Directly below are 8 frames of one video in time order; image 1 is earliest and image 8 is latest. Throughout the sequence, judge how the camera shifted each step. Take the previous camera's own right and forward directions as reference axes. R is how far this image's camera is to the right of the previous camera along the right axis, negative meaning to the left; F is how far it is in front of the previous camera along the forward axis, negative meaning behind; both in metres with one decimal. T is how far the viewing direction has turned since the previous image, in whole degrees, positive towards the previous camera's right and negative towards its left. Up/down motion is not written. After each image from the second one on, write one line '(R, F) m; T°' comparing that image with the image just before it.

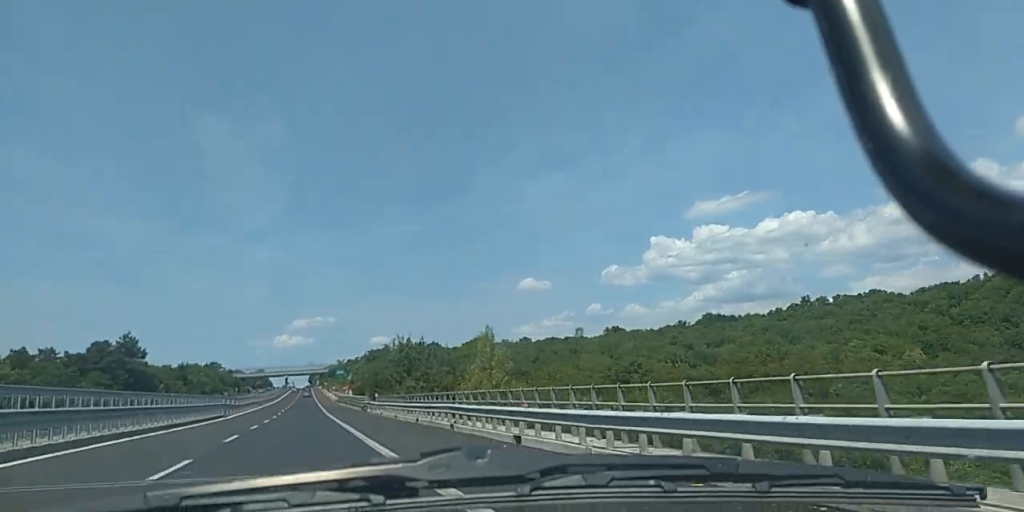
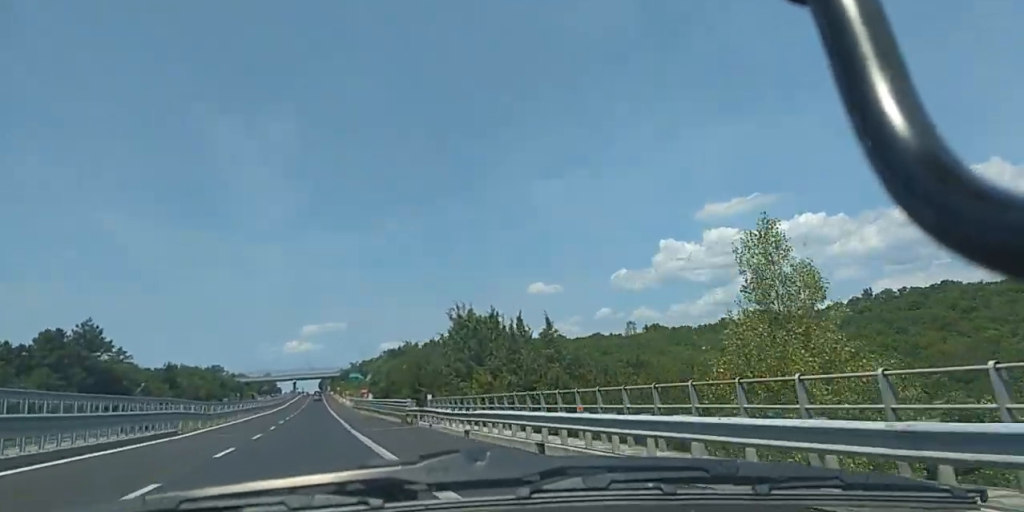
(+0.6, +28.9) m; 0°
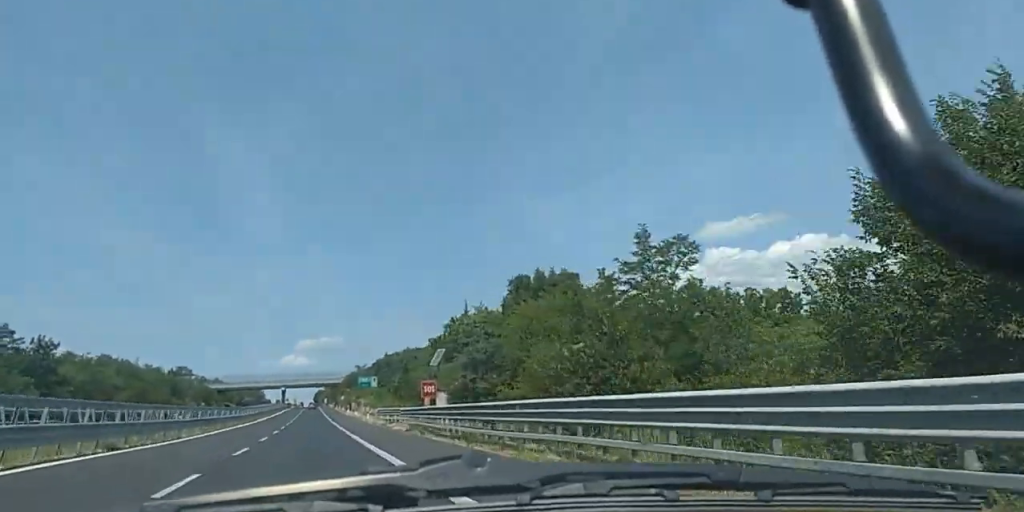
(-1.2, +70.0) m; 0°
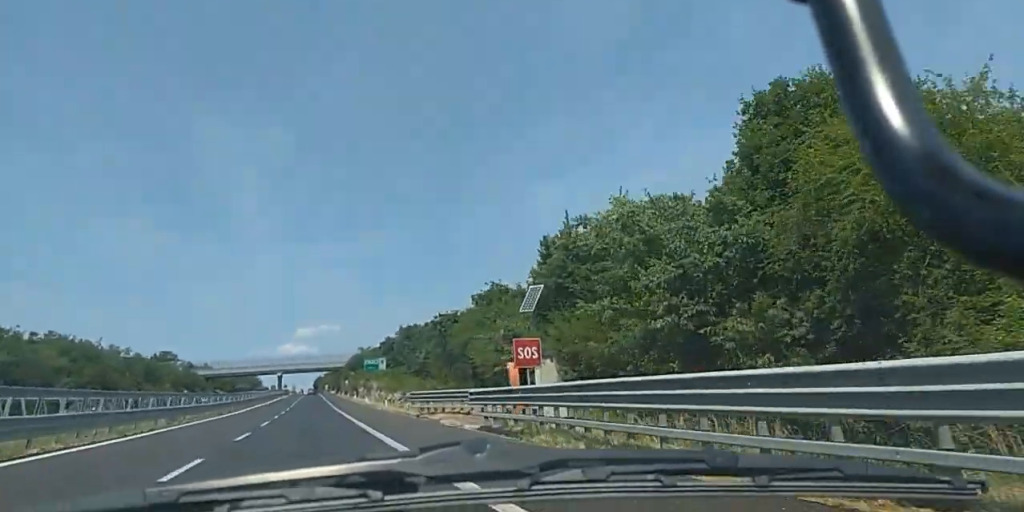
(+0.5, +24.3) m; 0°
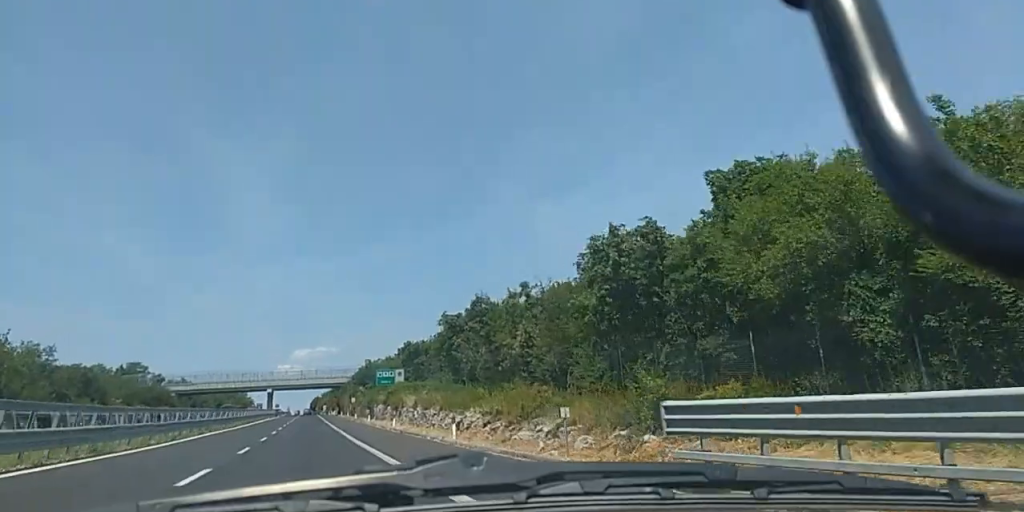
(-0.4, +35.2) m; -1°
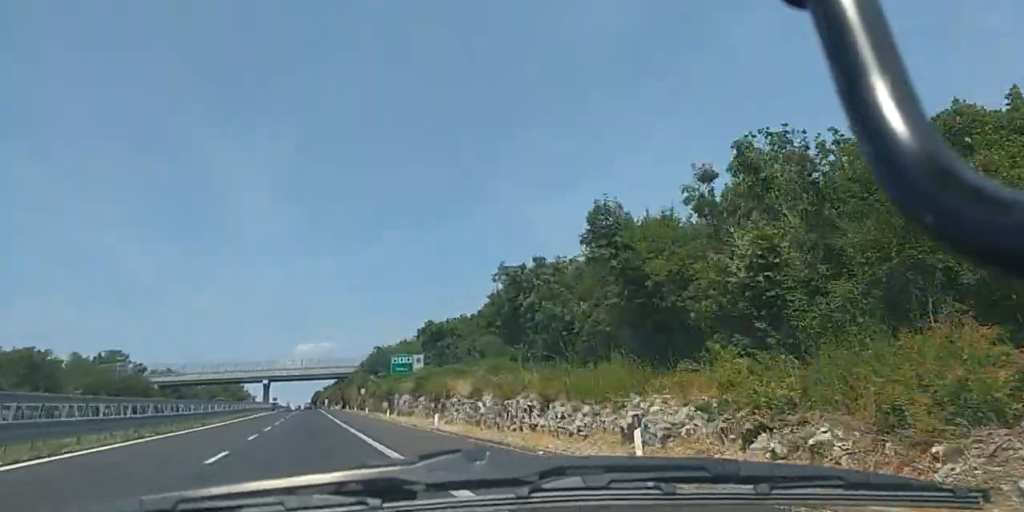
(0.0, +20.8) m; 0°
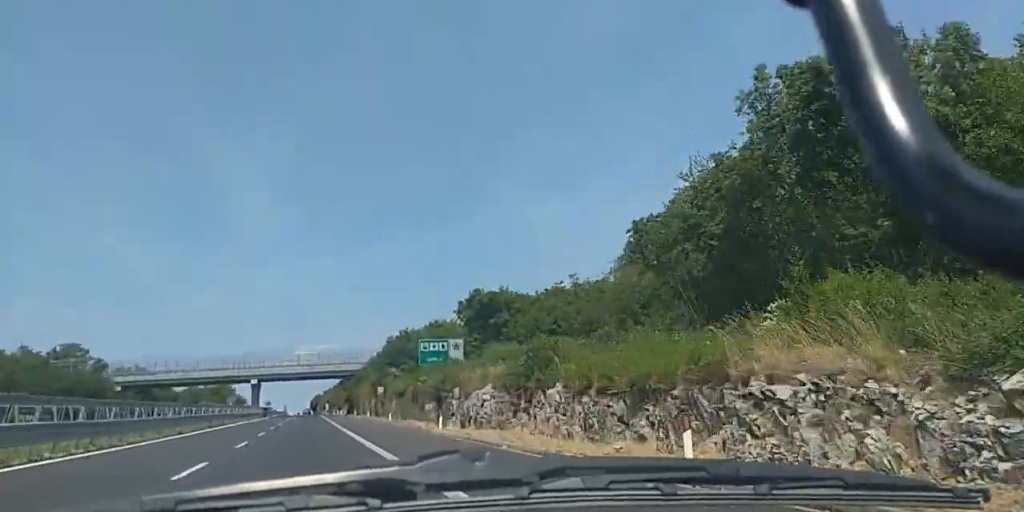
(0.0, +27.3) m; 0°
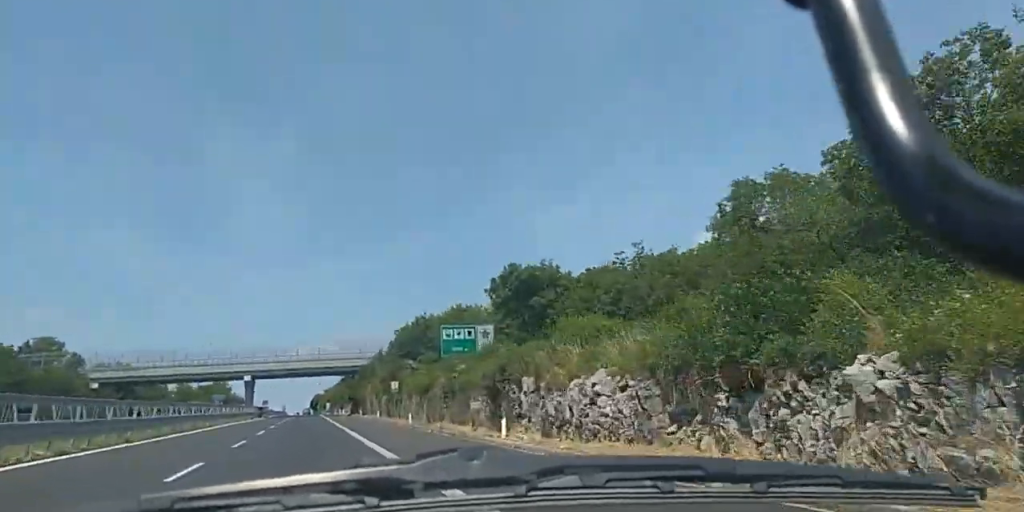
(0.0, +13.0) m; 0°
